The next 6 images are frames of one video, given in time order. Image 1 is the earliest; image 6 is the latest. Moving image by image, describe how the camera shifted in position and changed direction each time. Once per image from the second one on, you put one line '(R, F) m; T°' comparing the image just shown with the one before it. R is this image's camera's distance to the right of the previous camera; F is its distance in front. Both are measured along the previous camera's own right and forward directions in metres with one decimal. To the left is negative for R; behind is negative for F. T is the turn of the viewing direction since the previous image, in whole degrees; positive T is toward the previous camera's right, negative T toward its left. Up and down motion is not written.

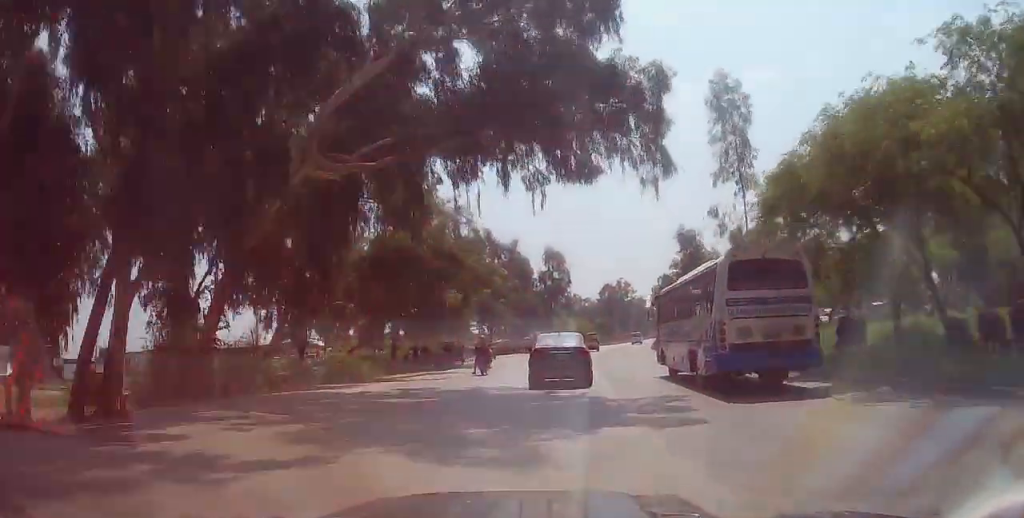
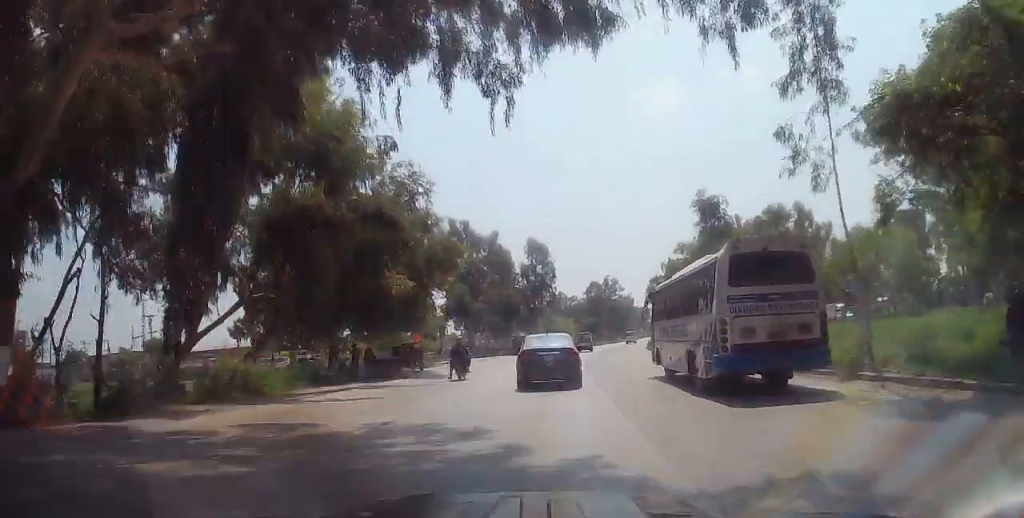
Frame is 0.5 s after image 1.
(0.0, +8.2) m; +2°
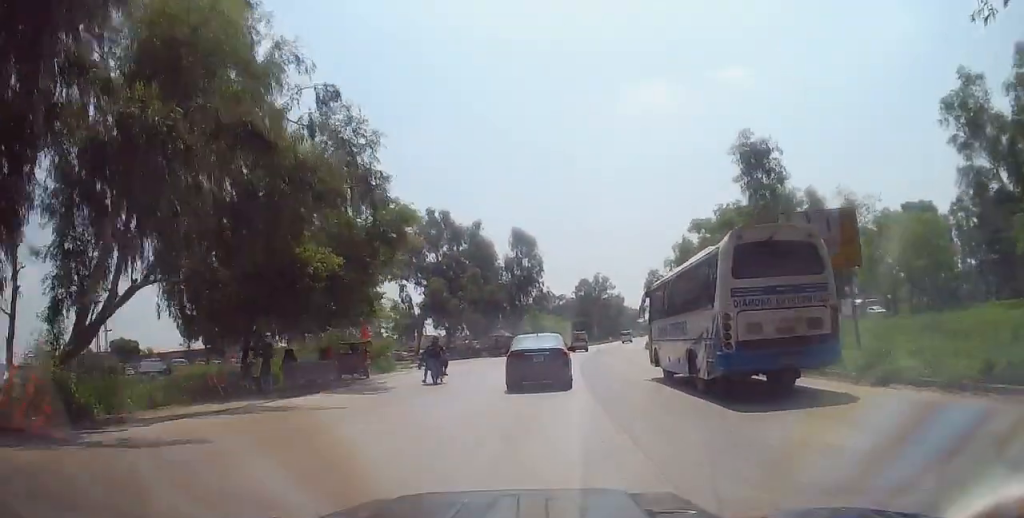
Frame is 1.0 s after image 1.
(+0.2, +7.7) m; 0°
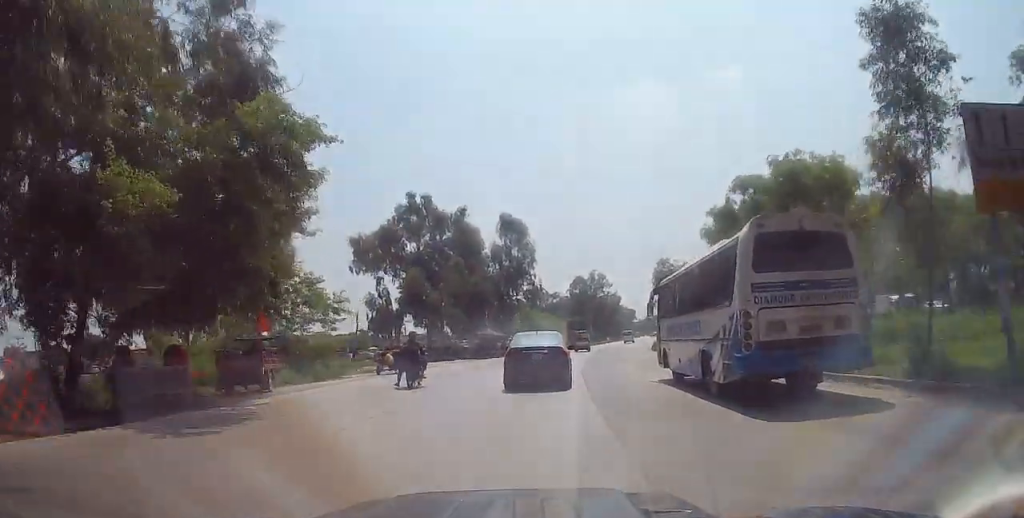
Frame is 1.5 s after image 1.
(+0.2, +8.8) m; +1°
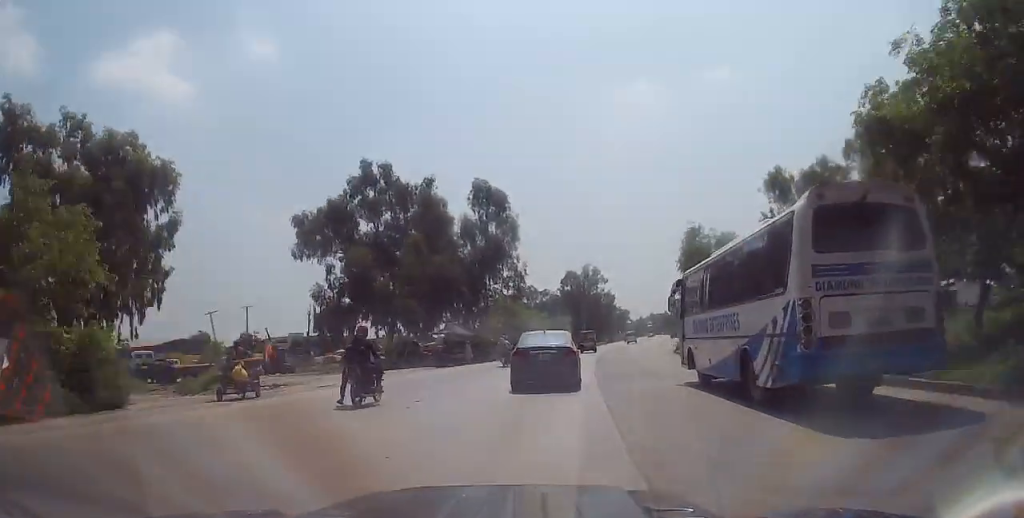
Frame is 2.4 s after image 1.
(-0.2, +15.1) m; +1°
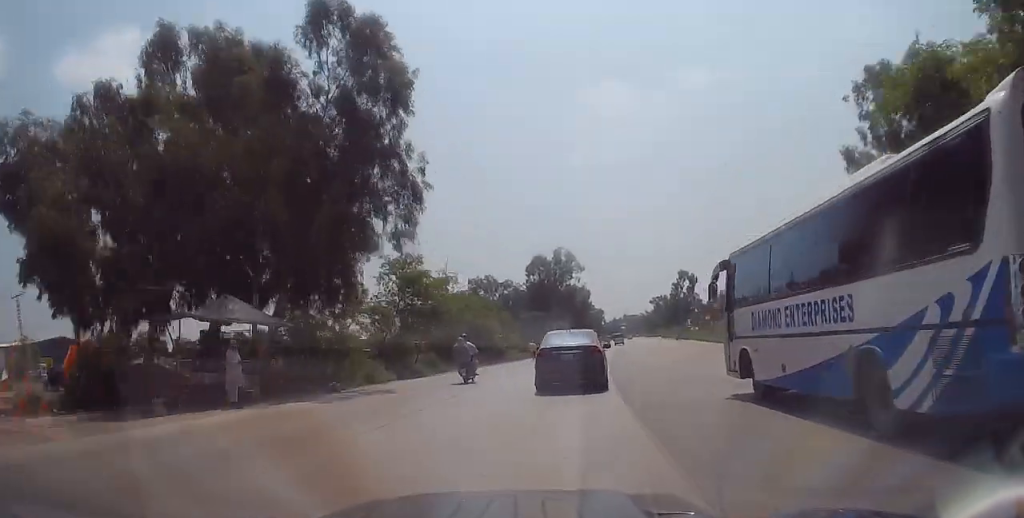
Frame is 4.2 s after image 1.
(+1.1, +30.1) m; +4°
